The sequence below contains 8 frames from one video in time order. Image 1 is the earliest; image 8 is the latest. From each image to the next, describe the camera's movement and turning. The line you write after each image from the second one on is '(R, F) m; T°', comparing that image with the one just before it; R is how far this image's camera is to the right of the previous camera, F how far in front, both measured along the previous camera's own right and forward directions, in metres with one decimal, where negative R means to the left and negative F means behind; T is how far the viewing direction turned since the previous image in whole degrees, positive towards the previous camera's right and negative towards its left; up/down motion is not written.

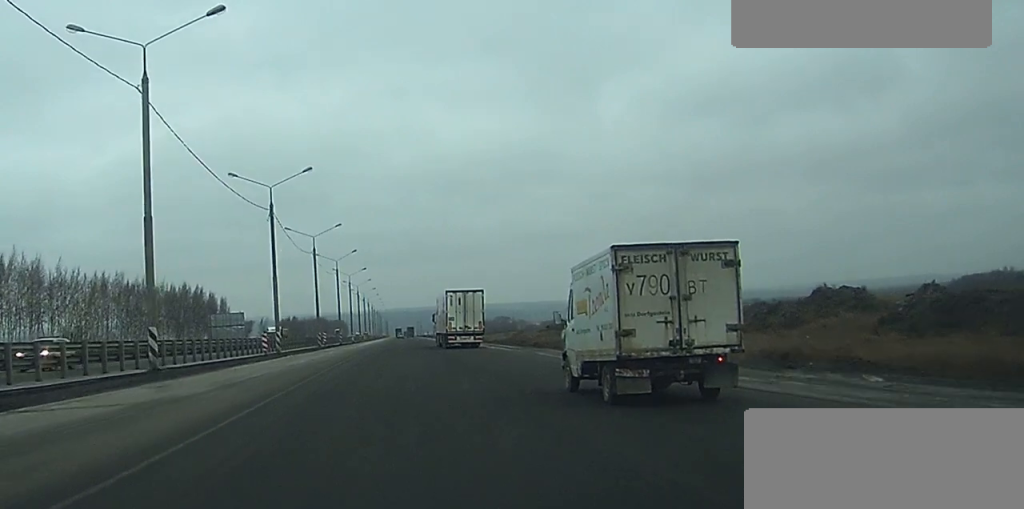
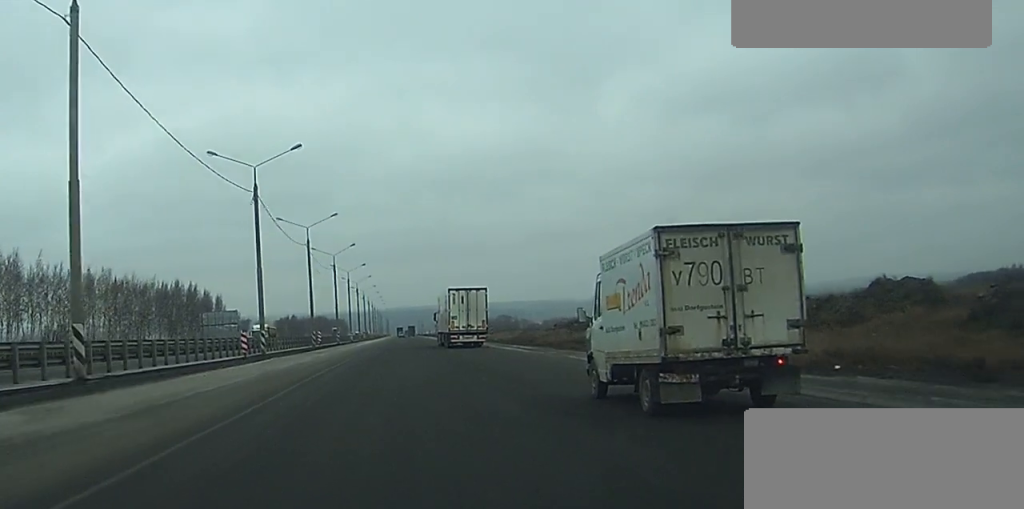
(0.0, +7.4) m; 0°
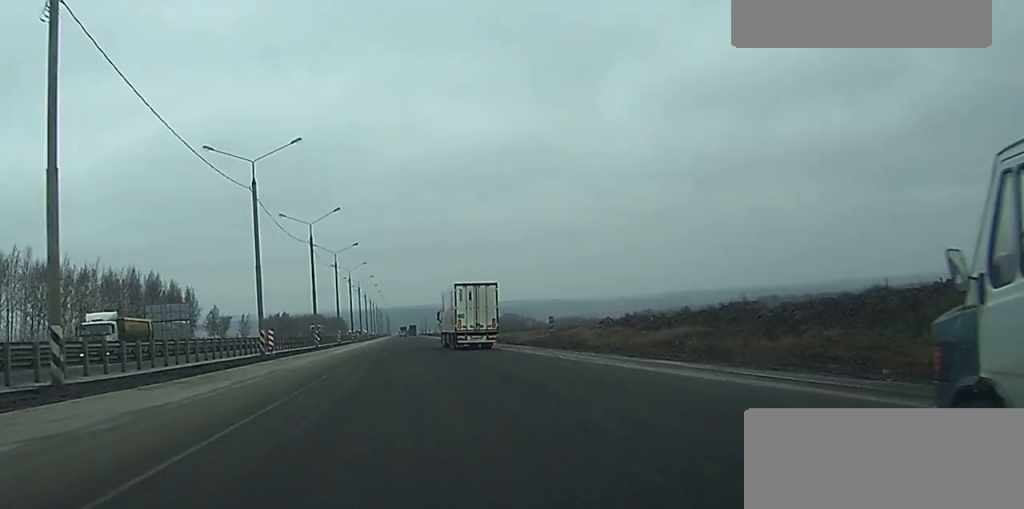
(-0.3, +33.5) m; -1°
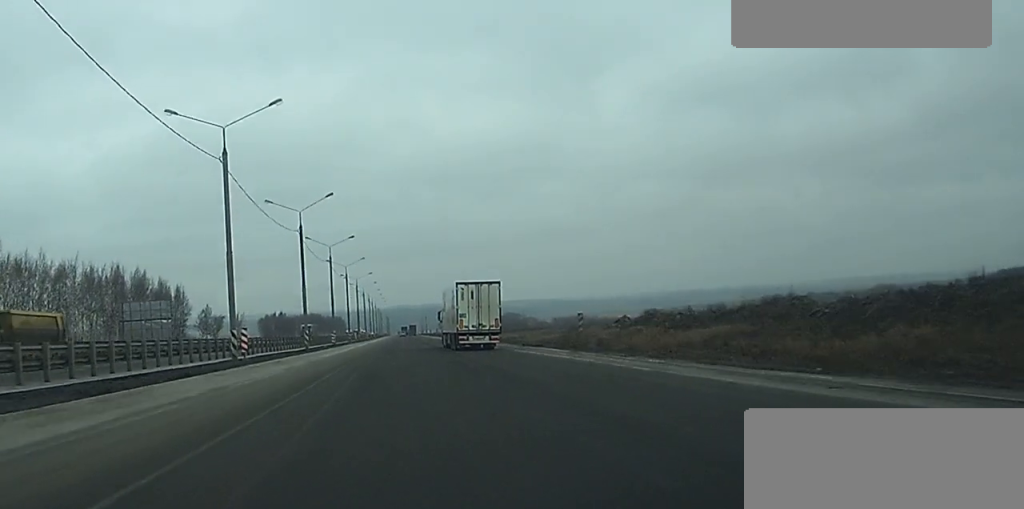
(0.0, +8.9) m; 0°
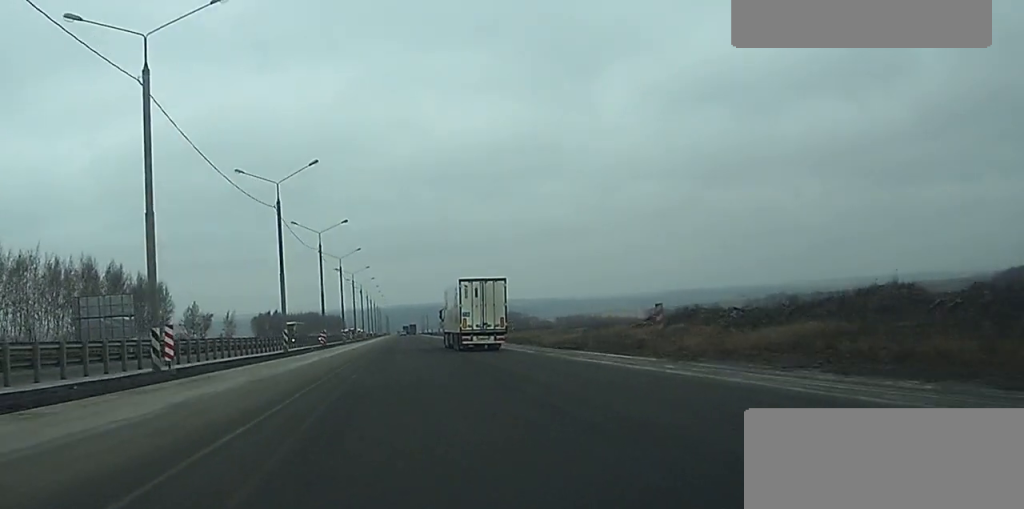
(0.0, +14.6) m; 0°
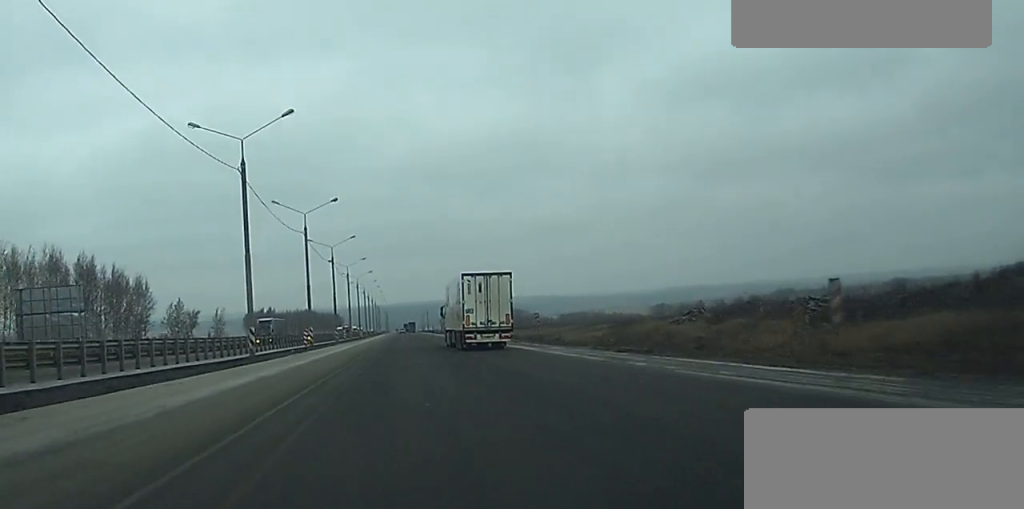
(0.0, +14.2) m; 0°
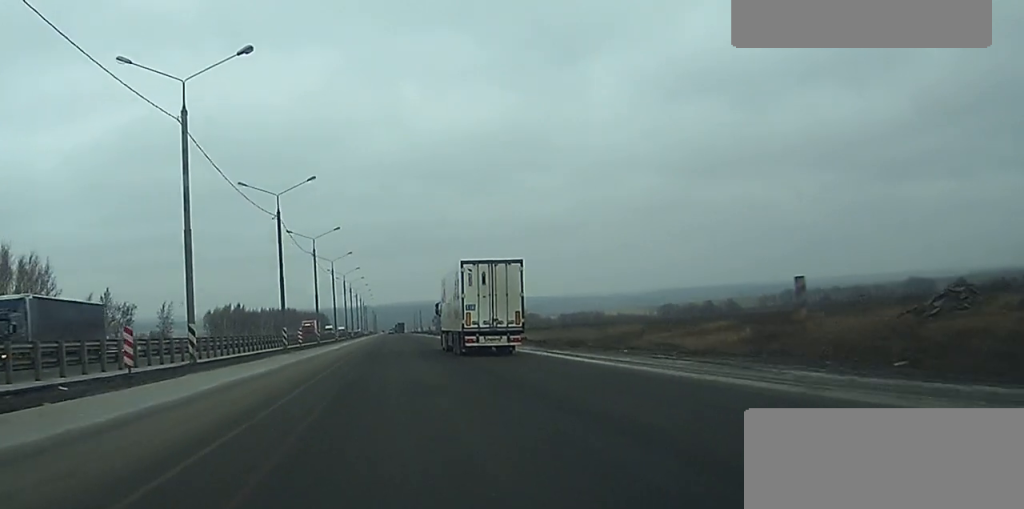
(+0.1, +44.1) m; 0°
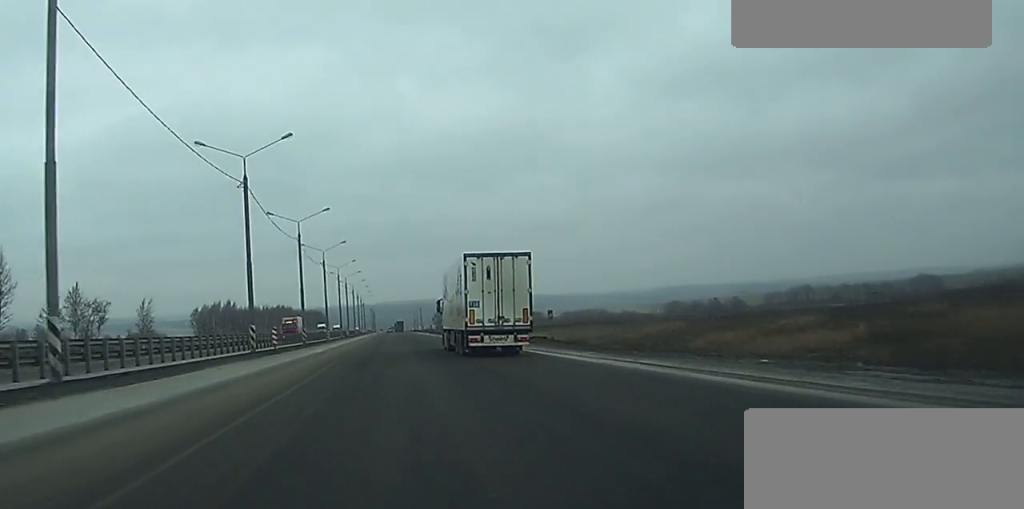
(0.0, +15.2) m; 0°
